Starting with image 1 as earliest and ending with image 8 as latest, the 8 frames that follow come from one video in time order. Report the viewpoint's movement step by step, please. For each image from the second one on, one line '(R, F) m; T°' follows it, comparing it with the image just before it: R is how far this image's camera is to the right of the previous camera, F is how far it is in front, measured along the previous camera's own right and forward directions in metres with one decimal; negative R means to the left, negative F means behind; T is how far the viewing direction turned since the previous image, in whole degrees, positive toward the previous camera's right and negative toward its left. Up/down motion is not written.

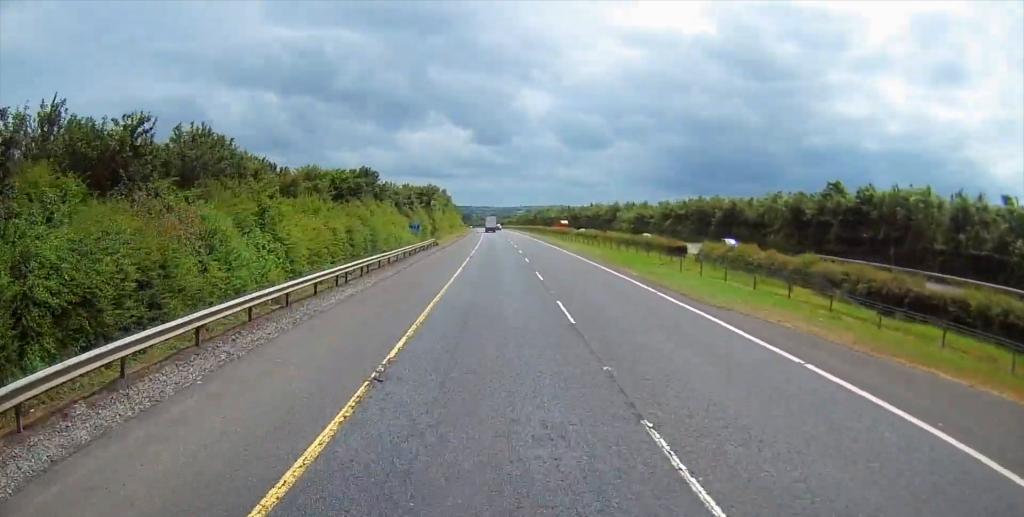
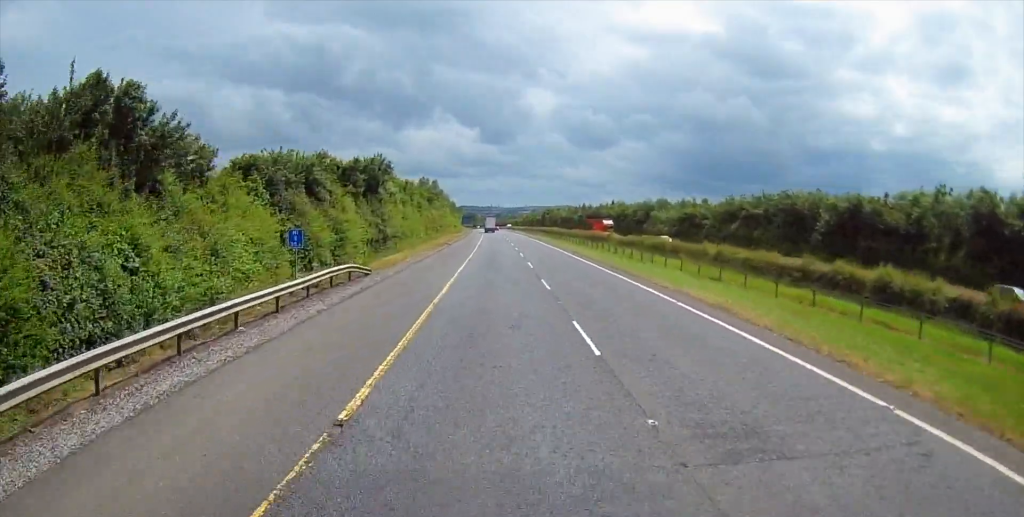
(0.0, +39.4) m; 0°
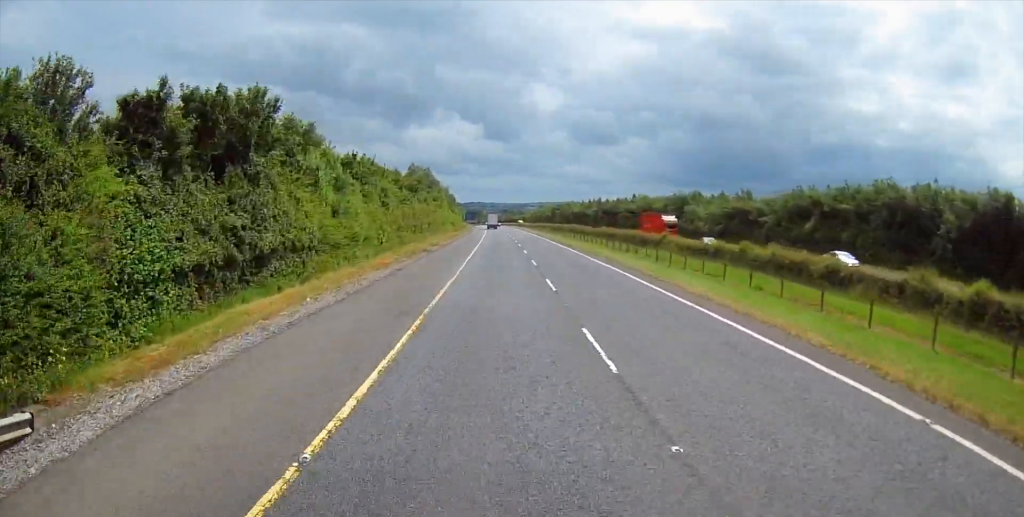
(0.0, +25.4) m; 0°
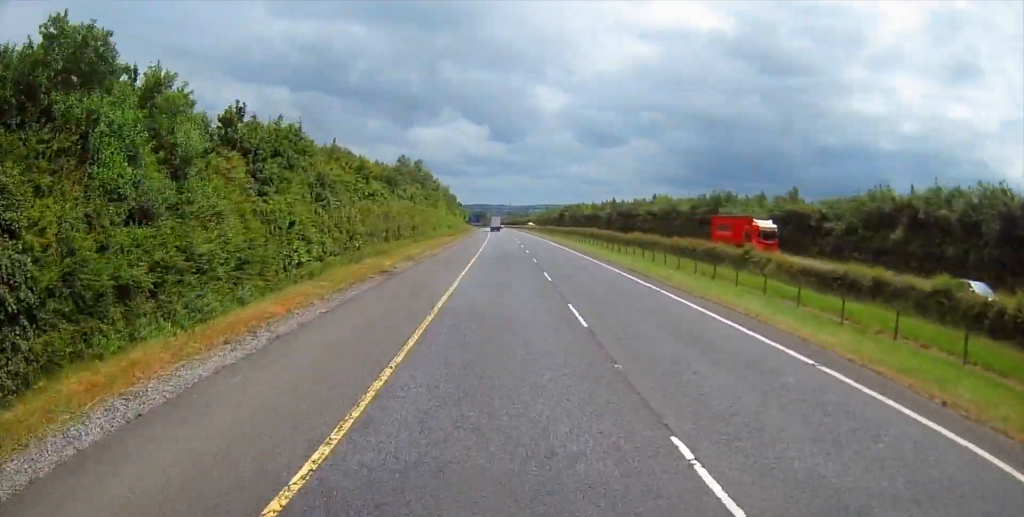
(-0.1, +19.2) m; -1°
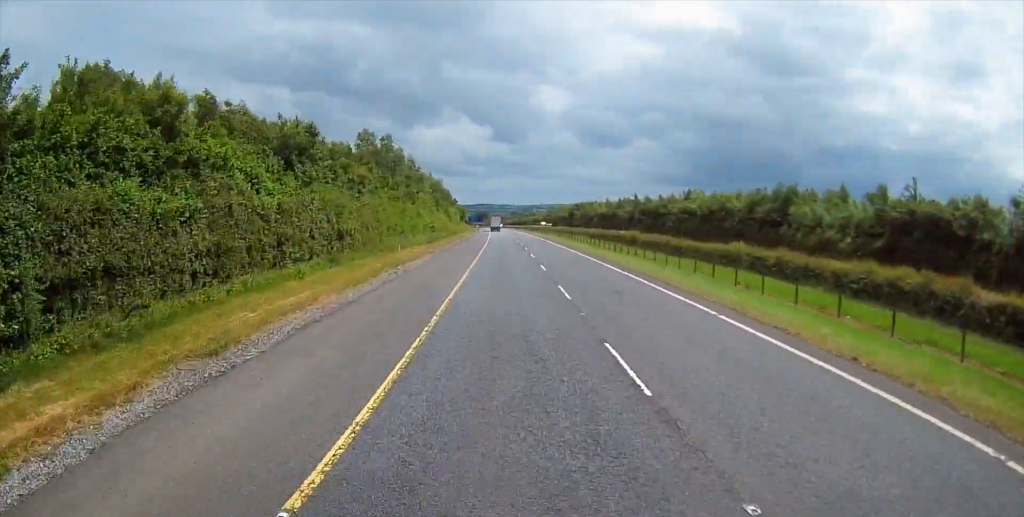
(-0.5, +29.8) m; -1°
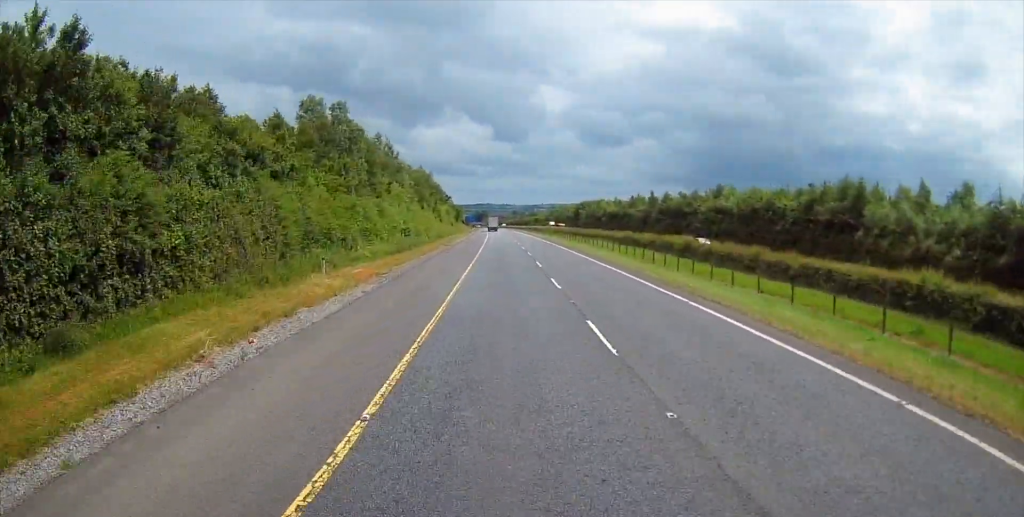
(+0.1, +20.7) m; 0°
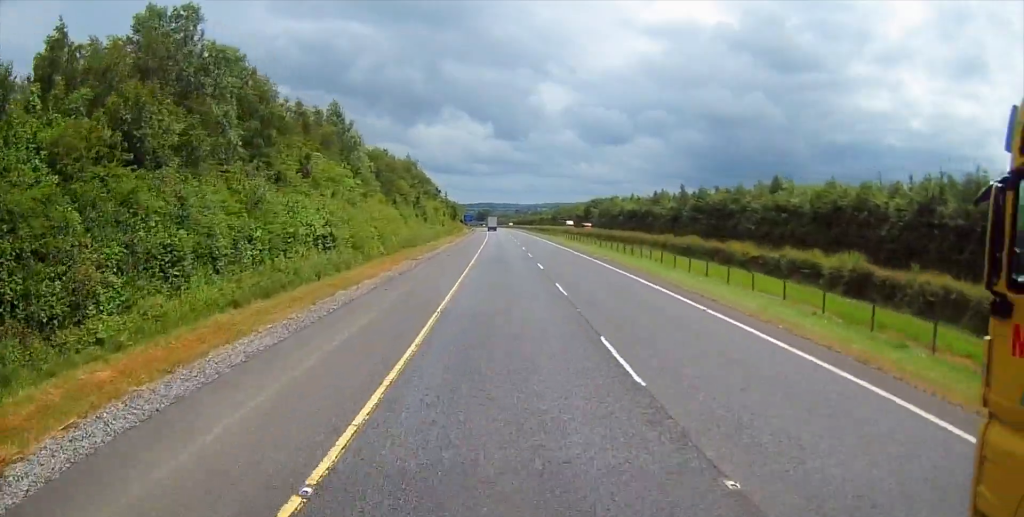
(-0.1, +26.2) m; 0°
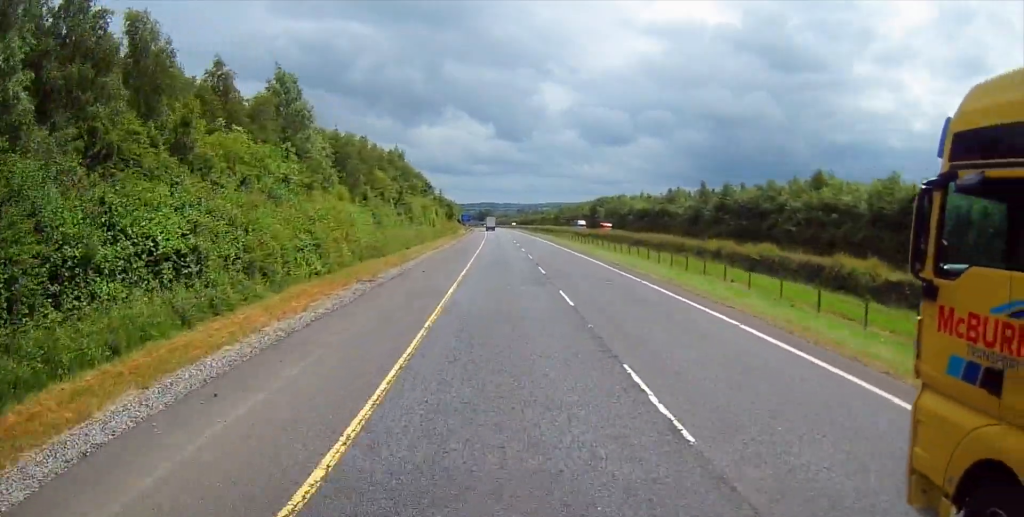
(0.0, +14.6) m; 0°
